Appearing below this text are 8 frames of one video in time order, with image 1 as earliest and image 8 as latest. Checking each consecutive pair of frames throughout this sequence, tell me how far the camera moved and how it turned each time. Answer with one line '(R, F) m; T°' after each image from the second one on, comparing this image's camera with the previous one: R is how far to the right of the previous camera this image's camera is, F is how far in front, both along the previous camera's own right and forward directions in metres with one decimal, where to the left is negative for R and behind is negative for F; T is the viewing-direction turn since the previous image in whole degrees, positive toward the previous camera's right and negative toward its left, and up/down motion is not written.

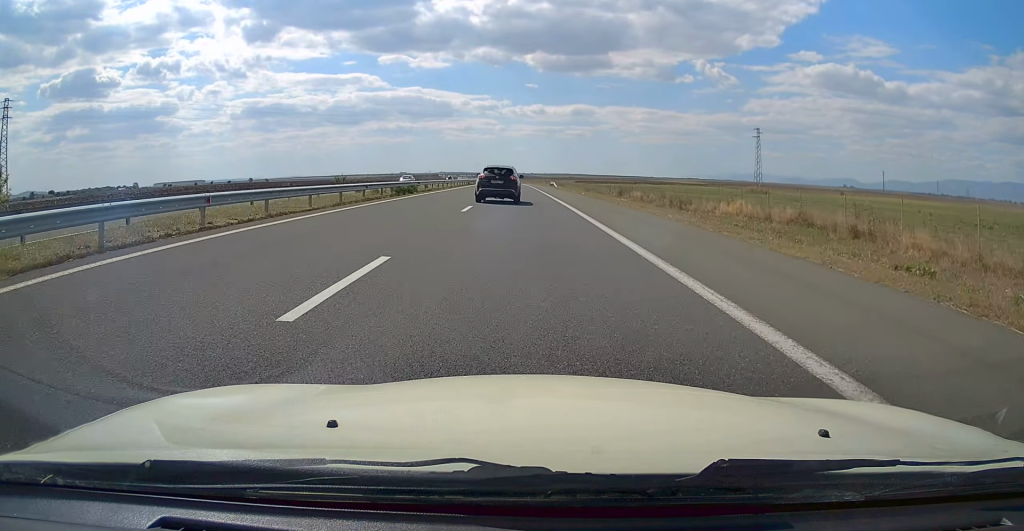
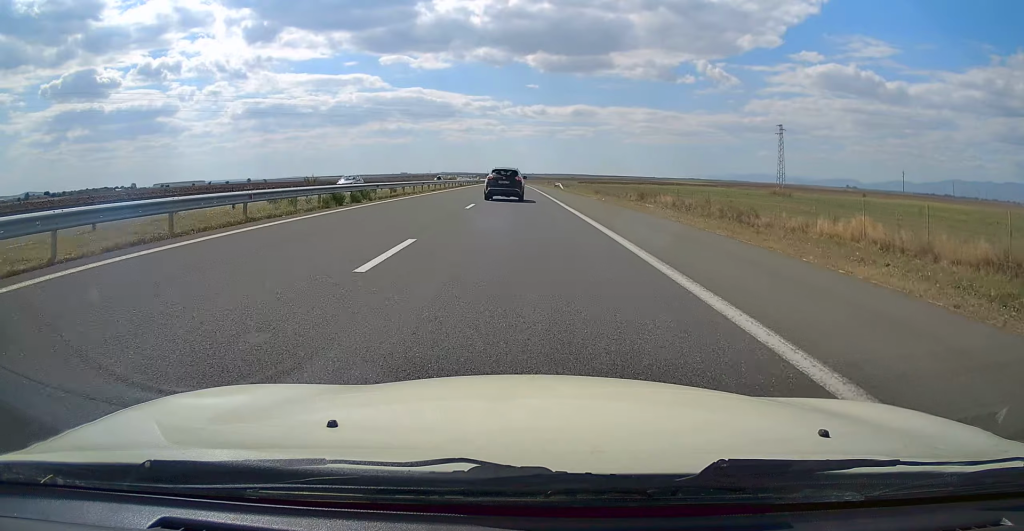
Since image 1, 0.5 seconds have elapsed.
(+0.1, +13.3) m; 0°
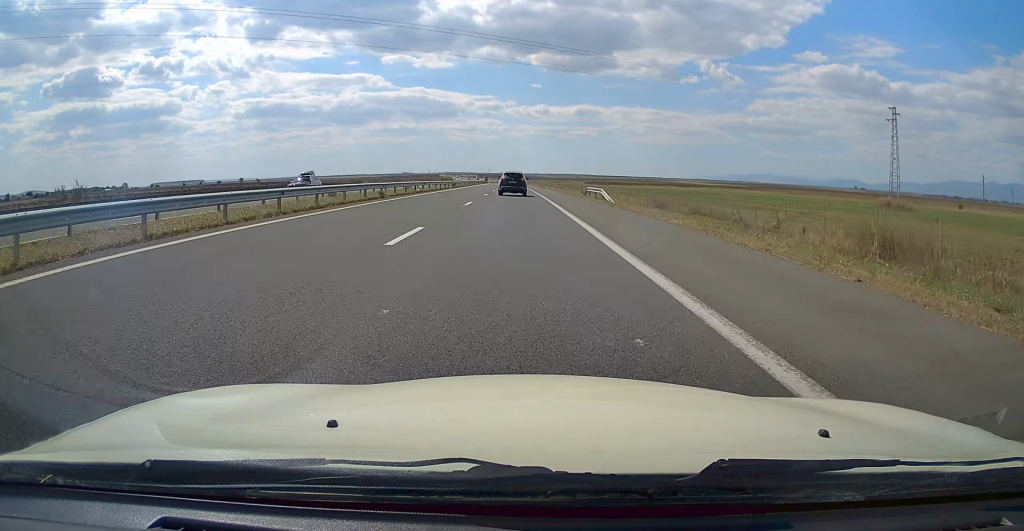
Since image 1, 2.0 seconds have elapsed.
(-0.5, +44.5) m; -1°
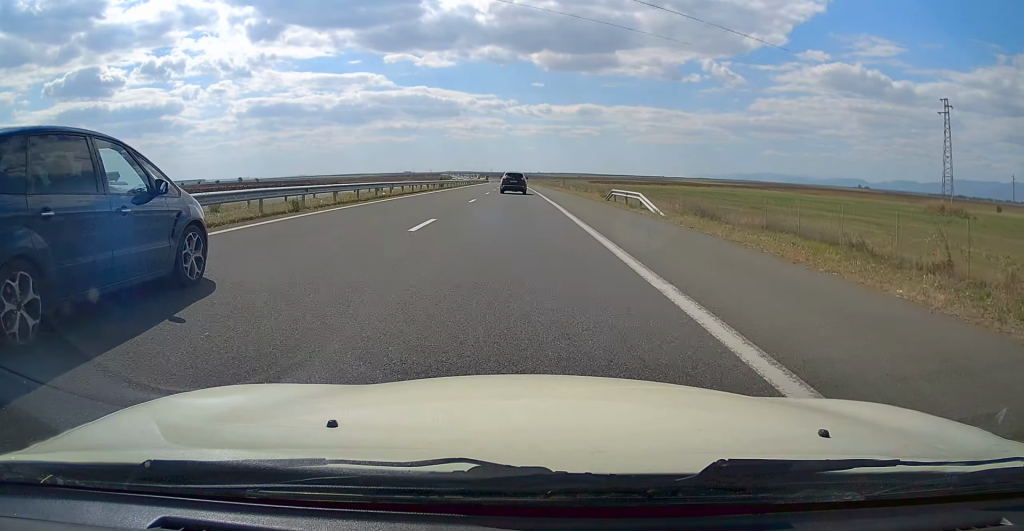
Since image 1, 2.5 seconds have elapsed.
(0.0, +13.3) m; 0°
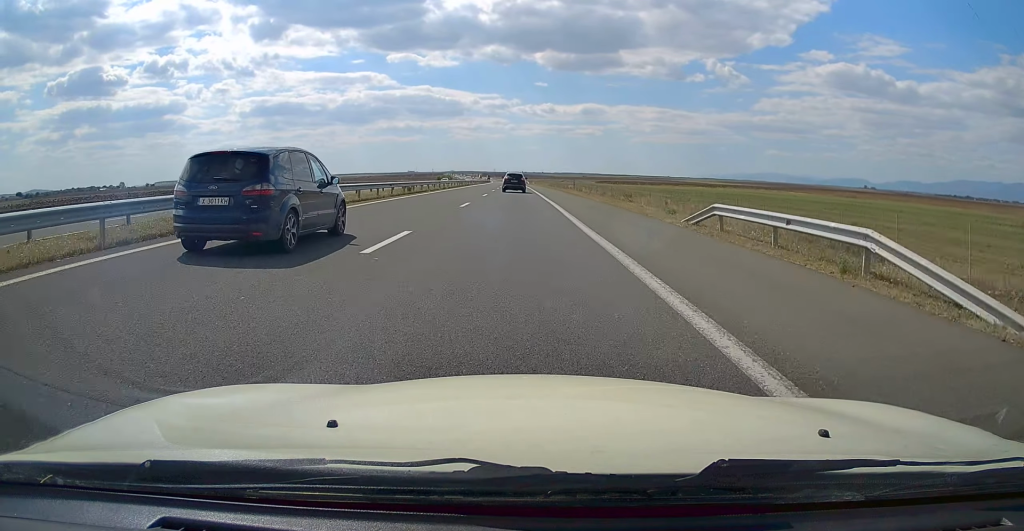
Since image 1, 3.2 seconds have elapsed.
(0.0, +19.9) m; 0°
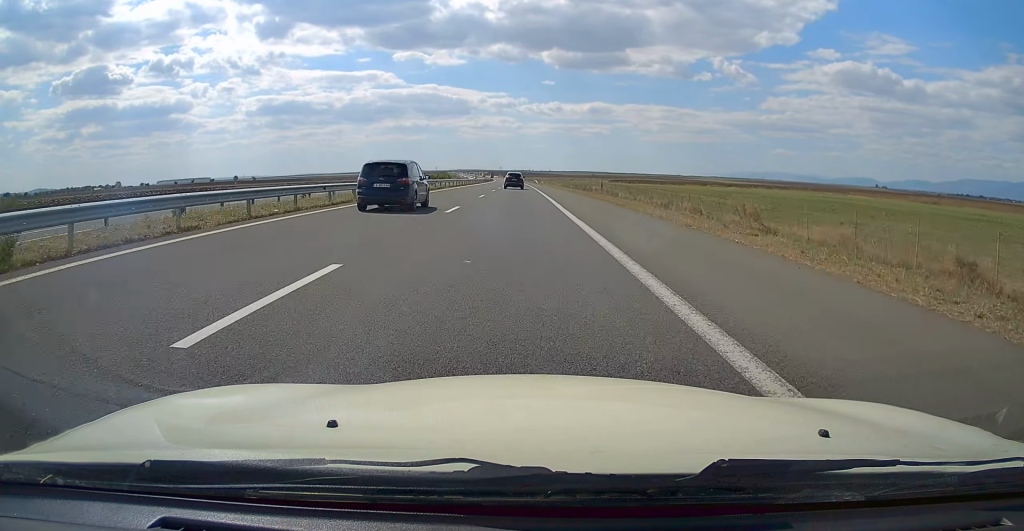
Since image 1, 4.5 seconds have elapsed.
(0.0, +37.0) m; 0°
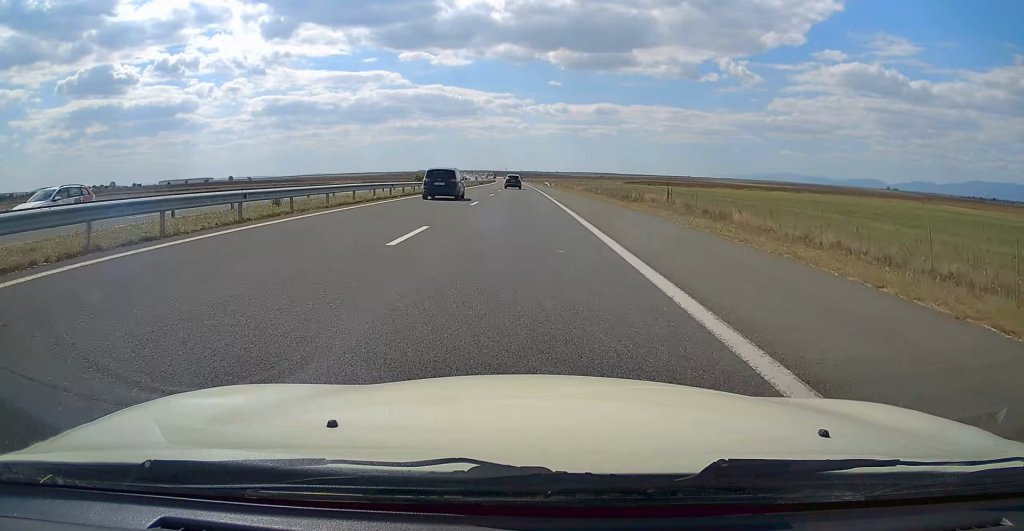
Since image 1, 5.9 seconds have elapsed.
(-0.1, +40.8) m; 0°
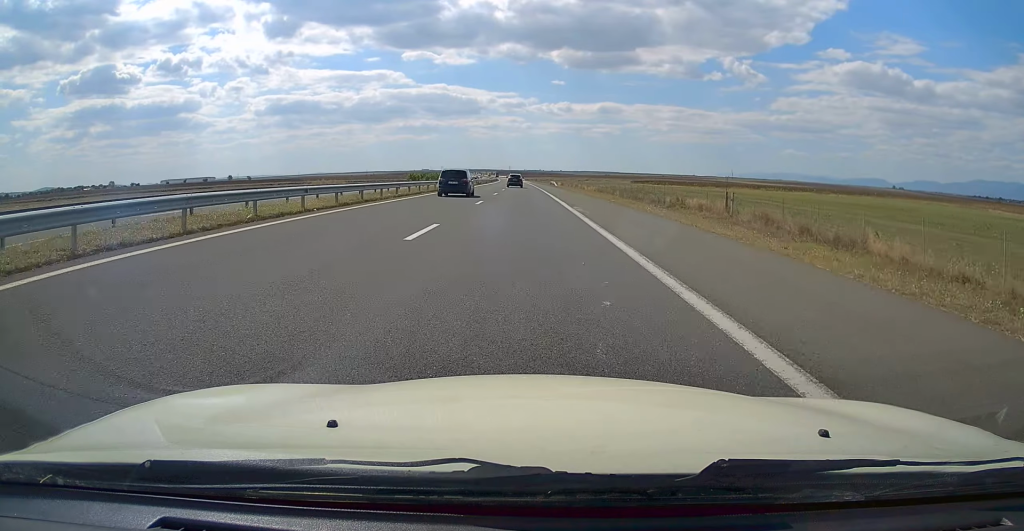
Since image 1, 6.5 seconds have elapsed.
(+0.1, +15.2) m; 0°
